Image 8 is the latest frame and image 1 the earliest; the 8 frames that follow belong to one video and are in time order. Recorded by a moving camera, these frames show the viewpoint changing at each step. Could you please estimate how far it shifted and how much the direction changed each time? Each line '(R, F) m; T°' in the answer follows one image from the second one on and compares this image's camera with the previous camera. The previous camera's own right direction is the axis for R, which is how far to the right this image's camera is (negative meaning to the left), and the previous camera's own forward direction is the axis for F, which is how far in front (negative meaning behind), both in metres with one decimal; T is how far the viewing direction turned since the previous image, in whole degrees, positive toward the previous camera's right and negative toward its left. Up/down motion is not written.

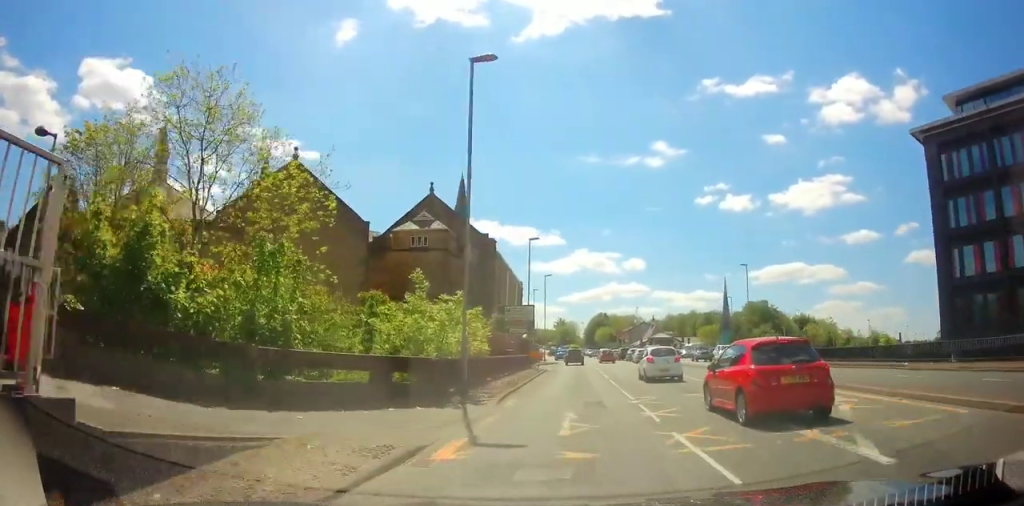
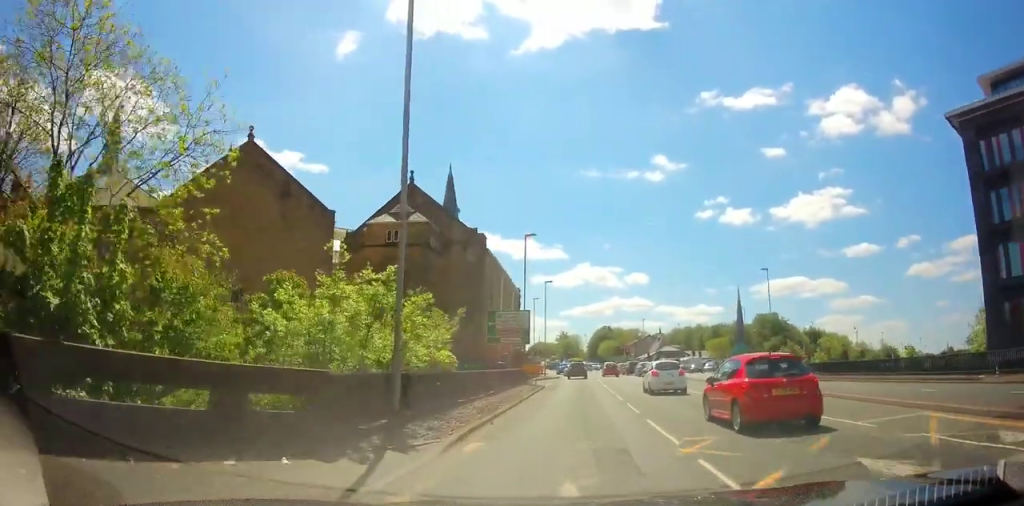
(0.0, +6.4) m; 0°
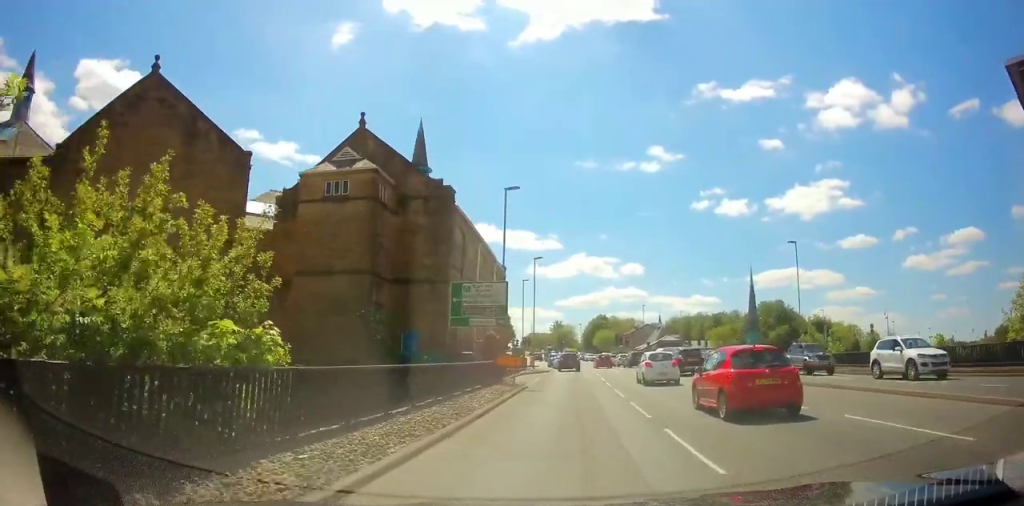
(0.0, +9.1) m; 0°
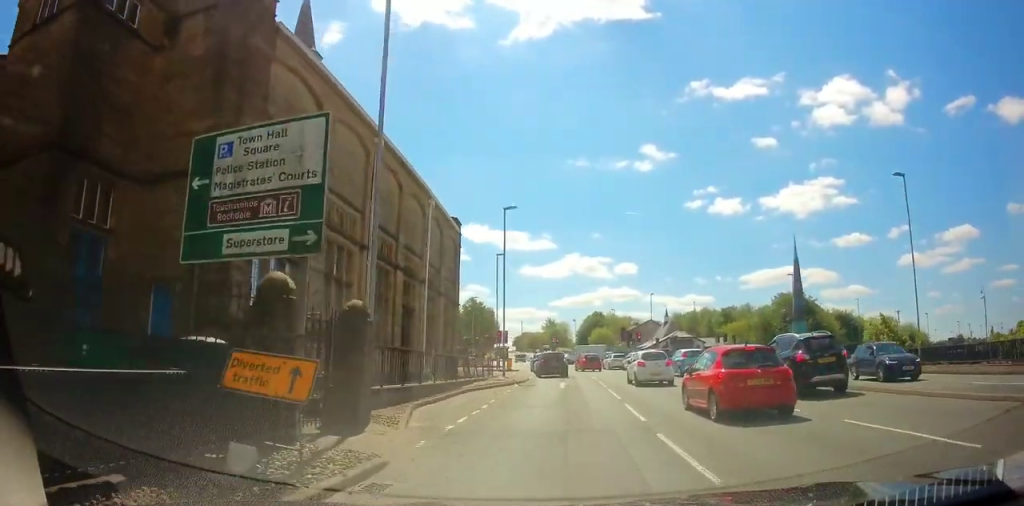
(-0.1, +18.6) m; +1°
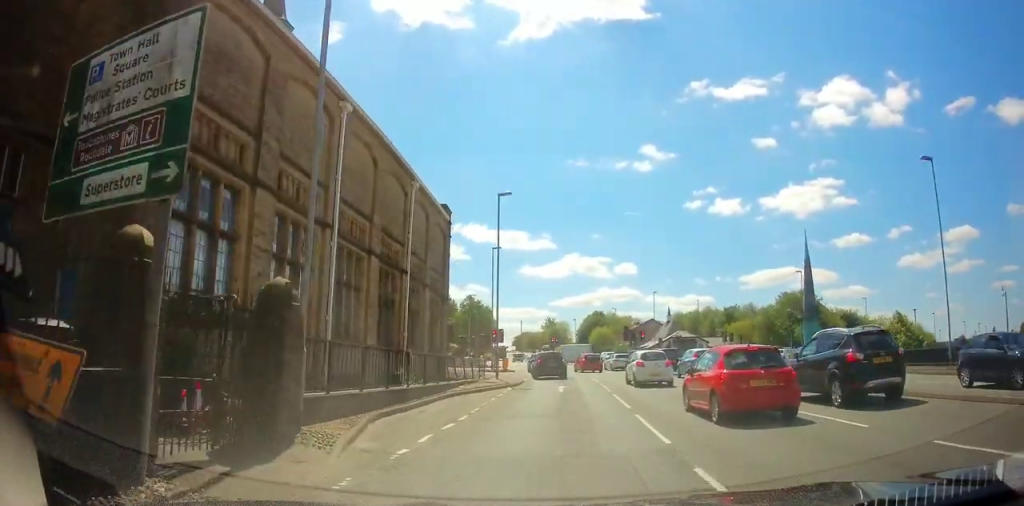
(-0.1, +3.1) m; +1°
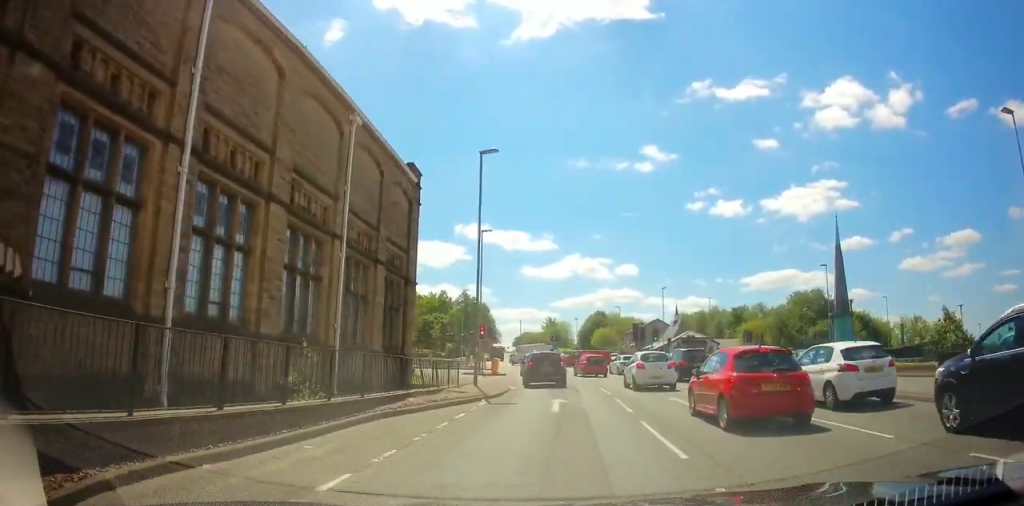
(+0.3, +7.3) m; 0°
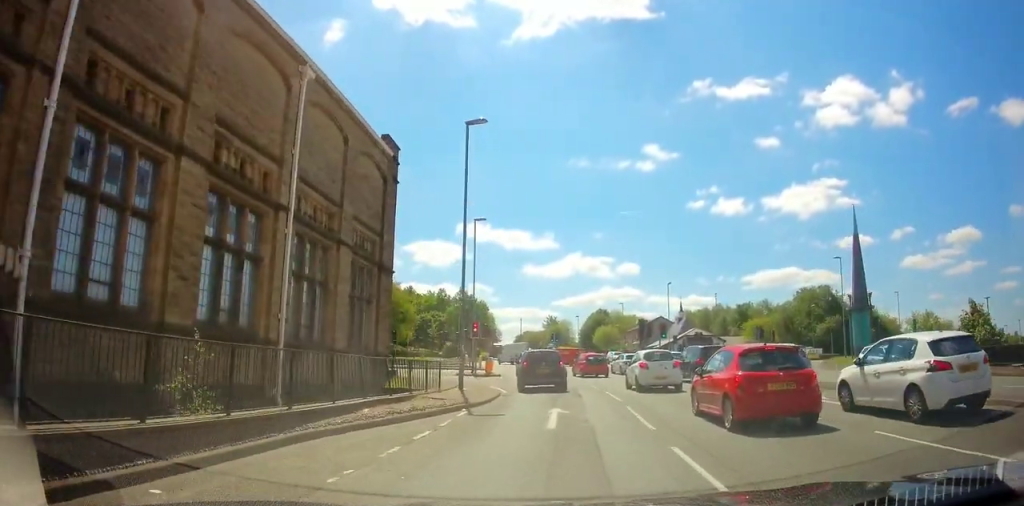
(-0.2, +3.6) m; -2°
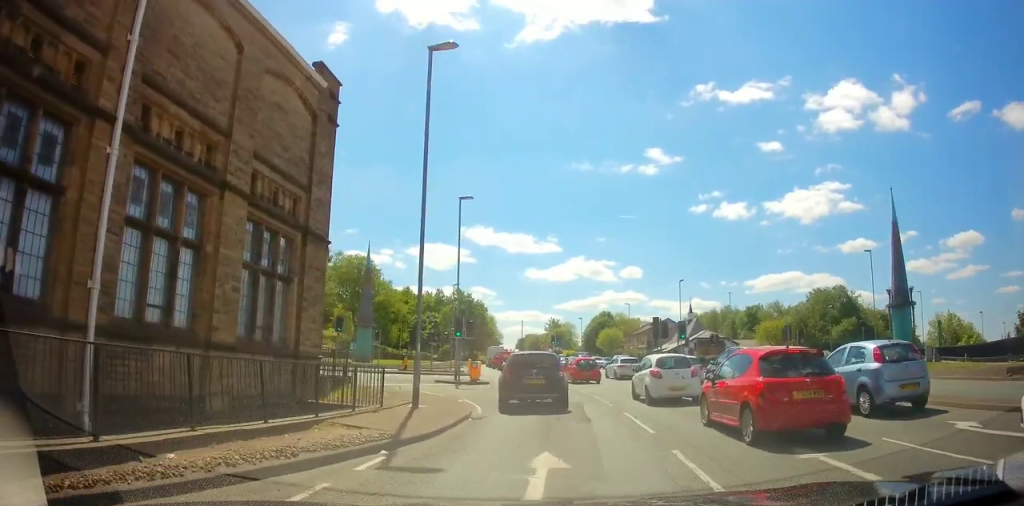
(-0.1, +6.2) m; +1°
